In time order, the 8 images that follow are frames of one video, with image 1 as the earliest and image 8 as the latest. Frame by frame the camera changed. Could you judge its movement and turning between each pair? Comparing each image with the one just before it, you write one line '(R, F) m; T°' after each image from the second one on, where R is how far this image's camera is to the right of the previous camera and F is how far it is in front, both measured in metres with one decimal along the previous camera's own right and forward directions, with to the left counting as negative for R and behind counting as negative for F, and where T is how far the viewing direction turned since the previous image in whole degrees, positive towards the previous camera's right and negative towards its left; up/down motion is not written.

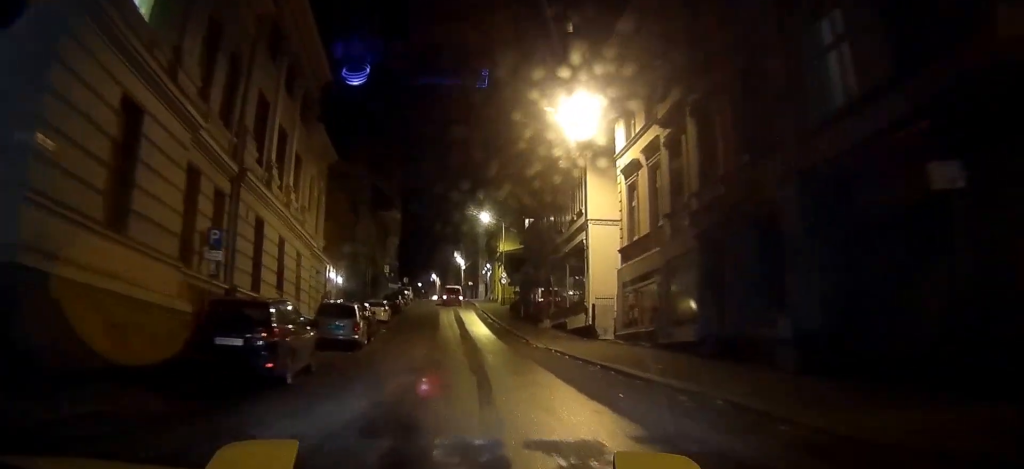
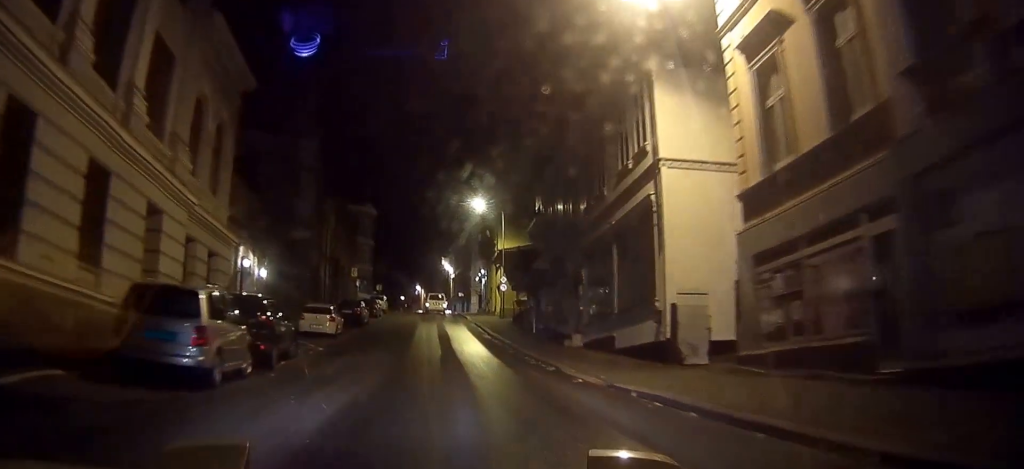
(-0.5, +11.1) m; -3°
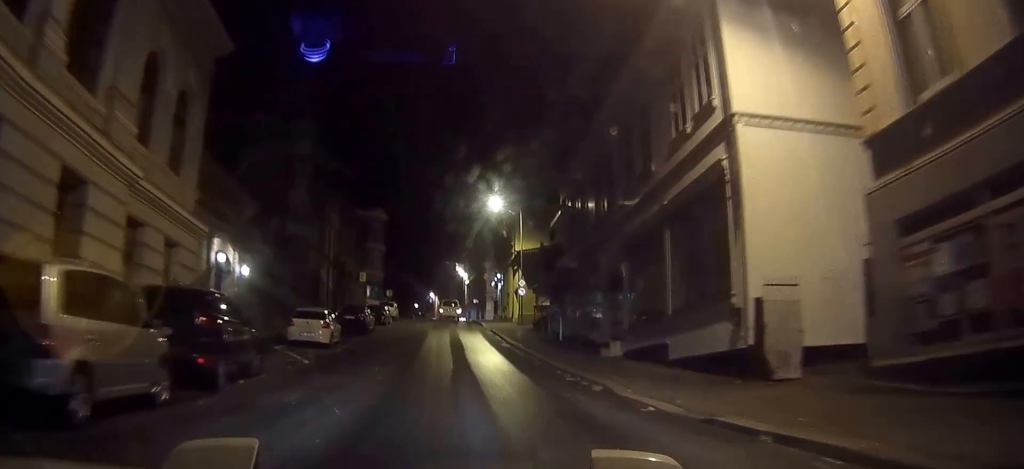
(0.0, +4.5) m; 0°
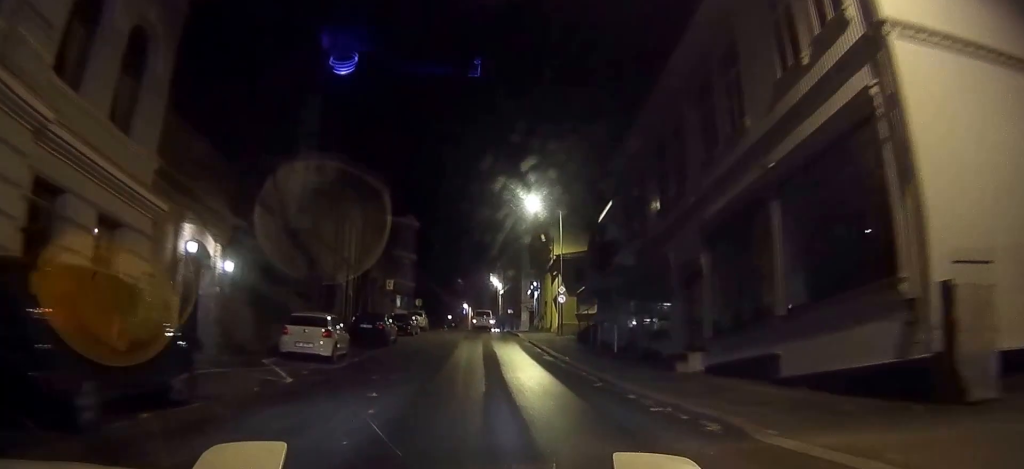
(0.0, +4.9) m; +1°
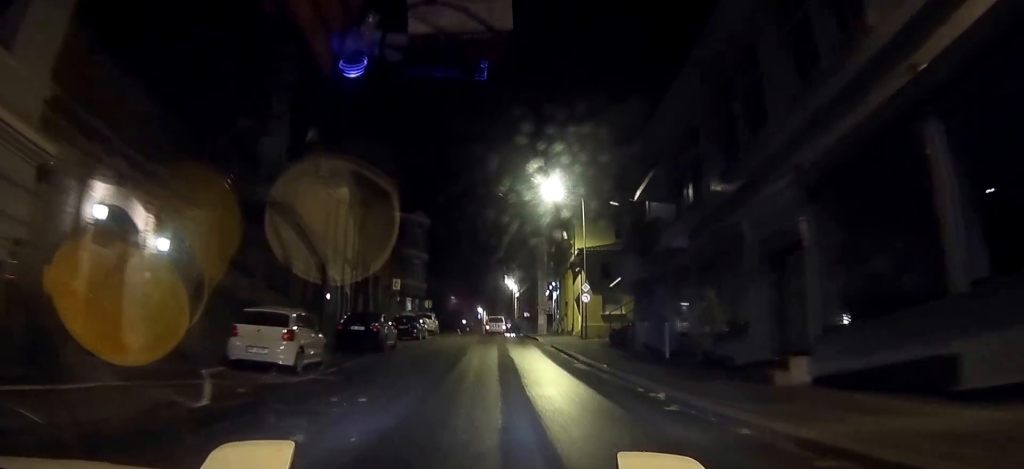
(0.0, +4.8) m; 0°
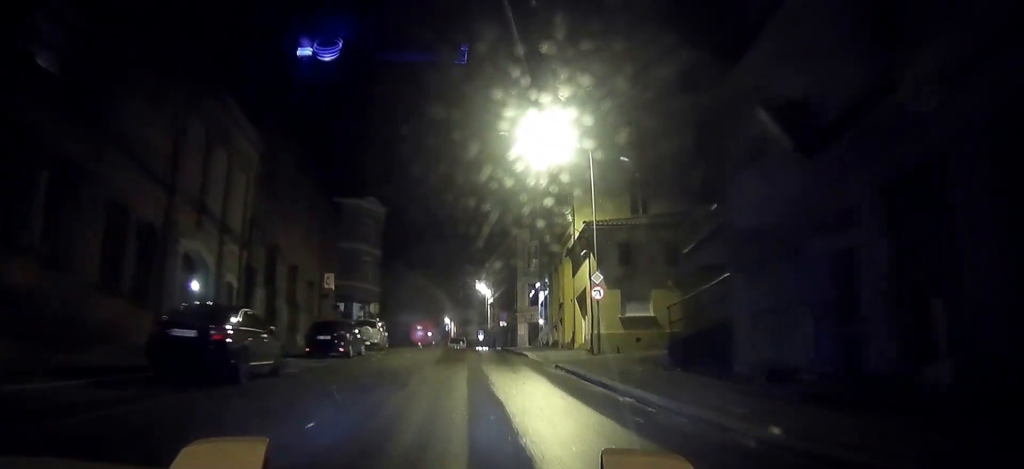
(+0.5, +11.4) m; +7°
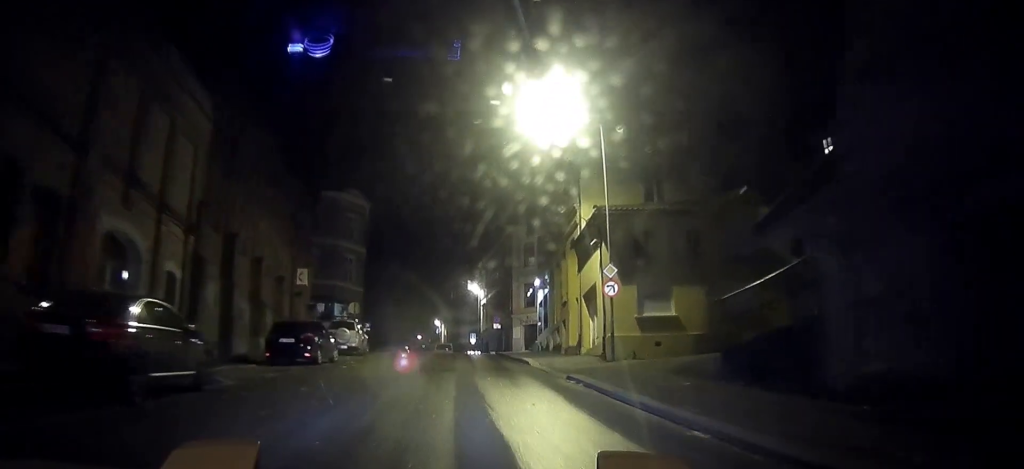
(+0.6, +3.9) m; -1°
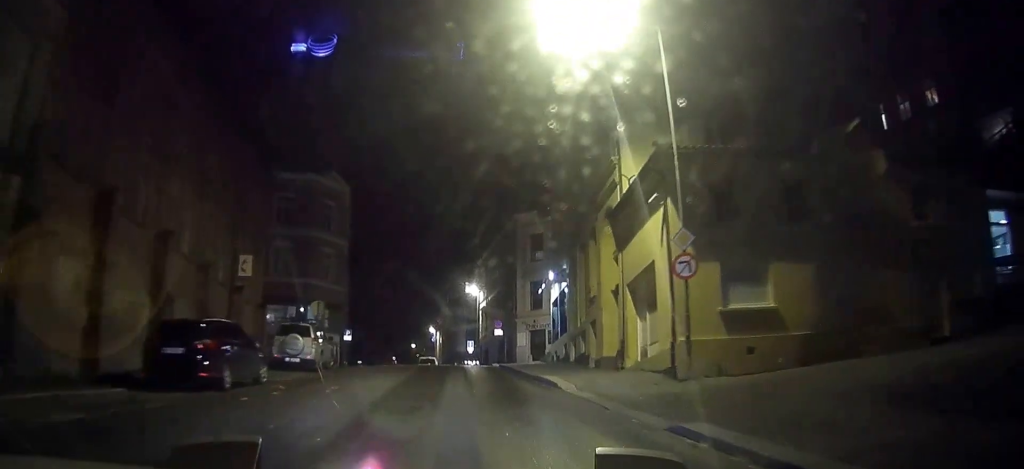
(-1.2, +9.0) m; -11°
